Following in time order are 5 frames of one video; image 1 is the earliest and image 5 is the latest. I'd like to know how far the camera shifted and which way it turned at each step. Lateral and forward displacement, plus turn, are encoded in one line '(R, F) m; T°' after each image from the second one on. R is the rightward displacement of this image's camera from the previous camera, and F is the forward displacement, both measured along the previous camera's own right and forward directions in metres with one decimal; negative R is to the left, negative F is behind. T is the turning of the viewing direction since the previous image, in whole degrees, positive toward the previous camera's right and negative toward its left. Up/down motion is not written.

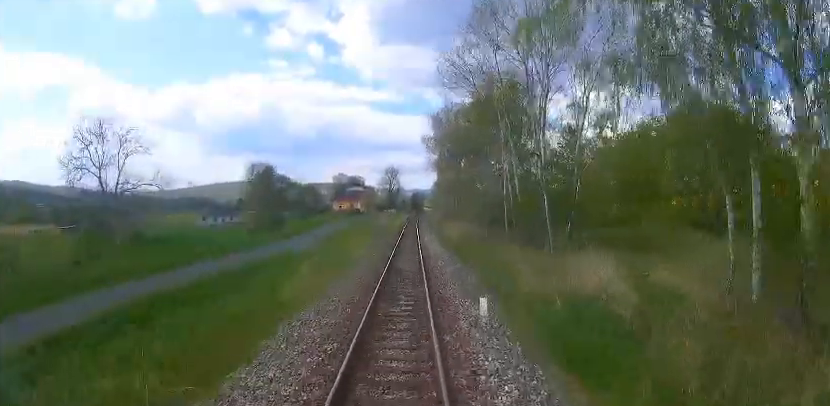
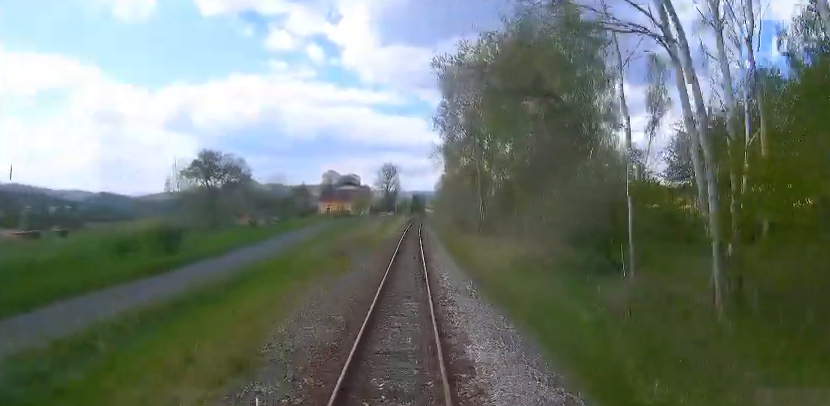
(-0.4, +20.3) m; 0°
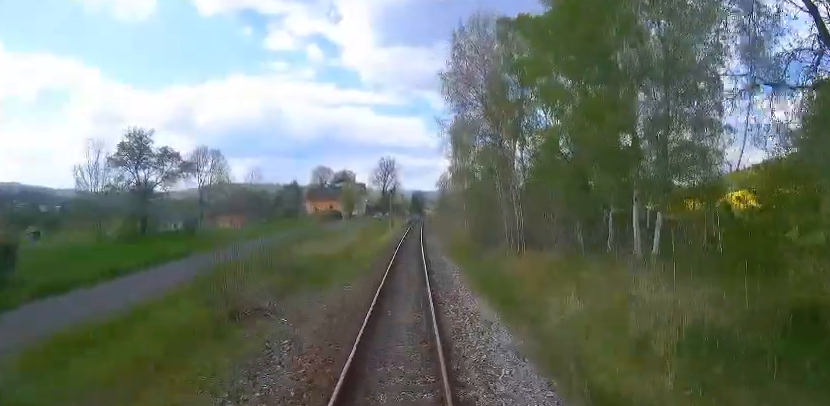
(+0.5, +13.3) m; +2°
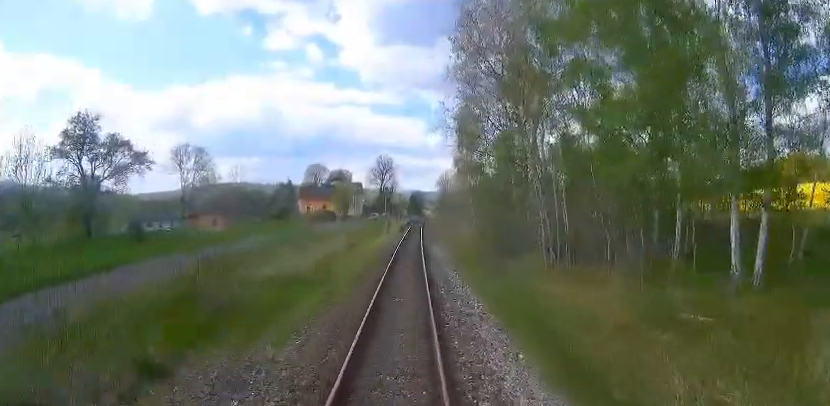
(+0.2, +7.1) m; -1°
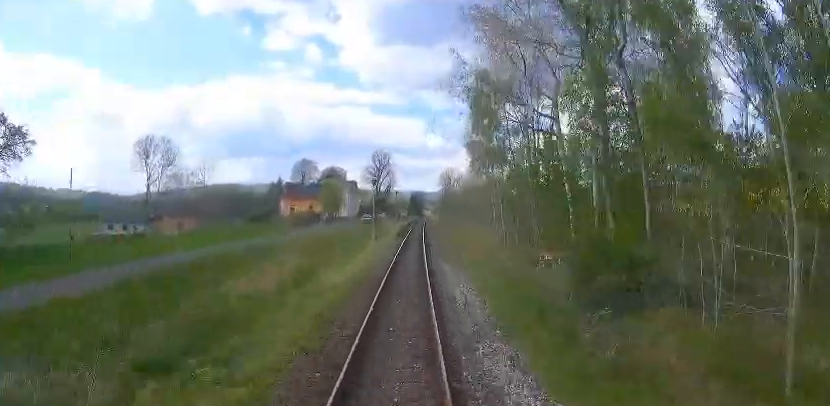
(-0.5, +11.9) m; +1°
